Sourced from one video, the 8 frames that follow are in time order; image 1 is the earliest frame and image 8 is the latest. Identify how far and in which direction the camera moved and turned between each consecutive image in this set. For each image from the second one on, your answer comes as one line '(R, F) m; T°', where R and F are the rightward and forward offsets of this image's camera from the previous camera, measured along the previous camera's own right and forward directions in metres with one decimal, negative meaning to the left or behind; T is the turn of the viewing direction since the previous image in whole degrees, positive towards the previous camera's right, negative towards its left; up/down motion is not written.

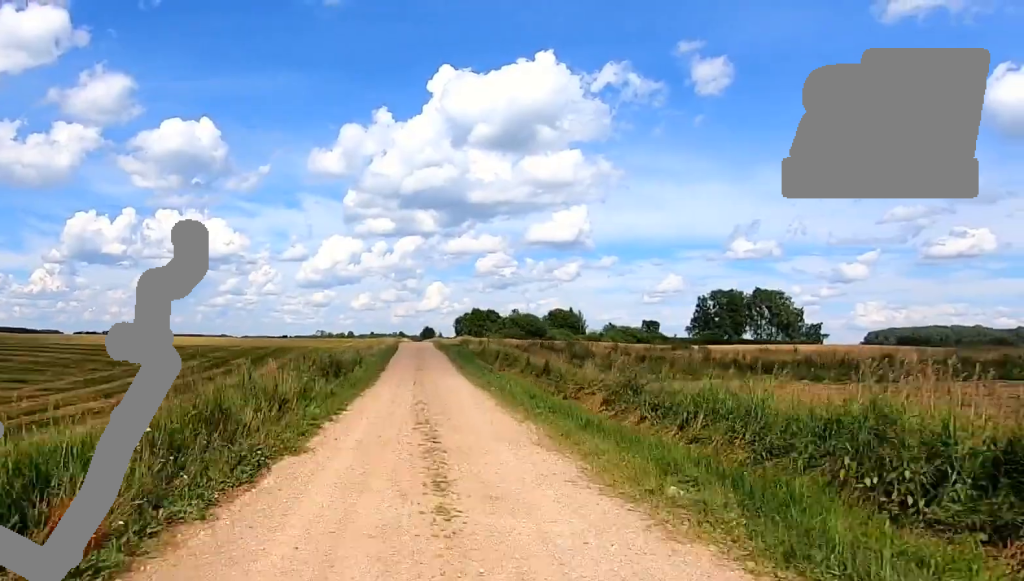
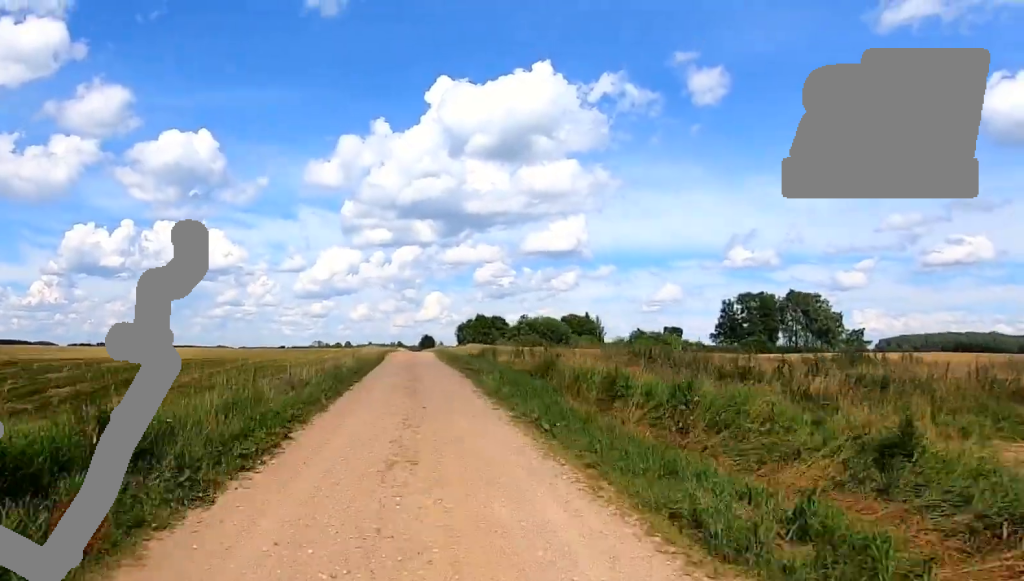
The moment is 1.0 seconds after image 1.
(0.0, +21.9) m; +1°
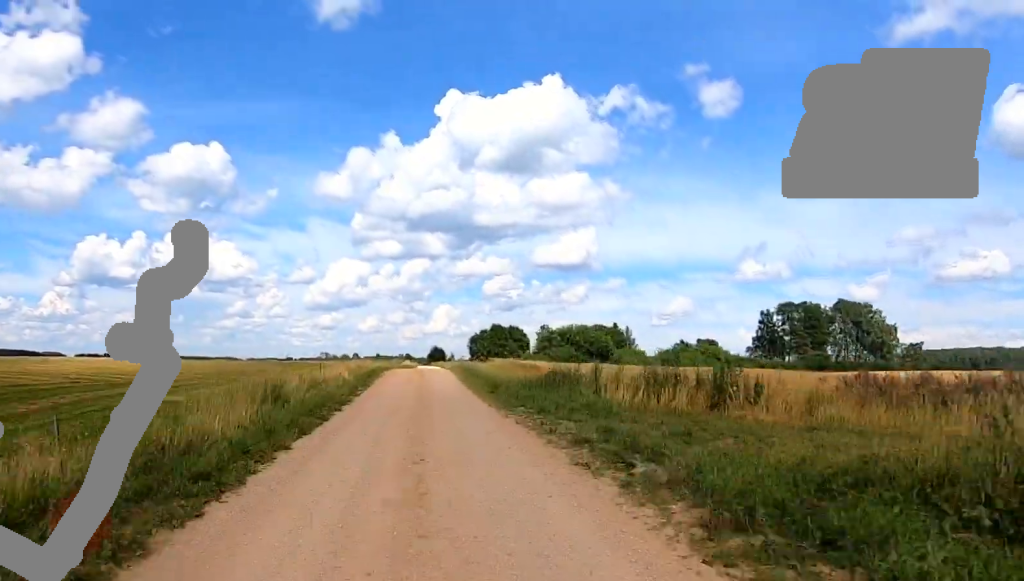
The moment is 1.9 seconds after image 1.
(+0.1, +17.3) m; +2°
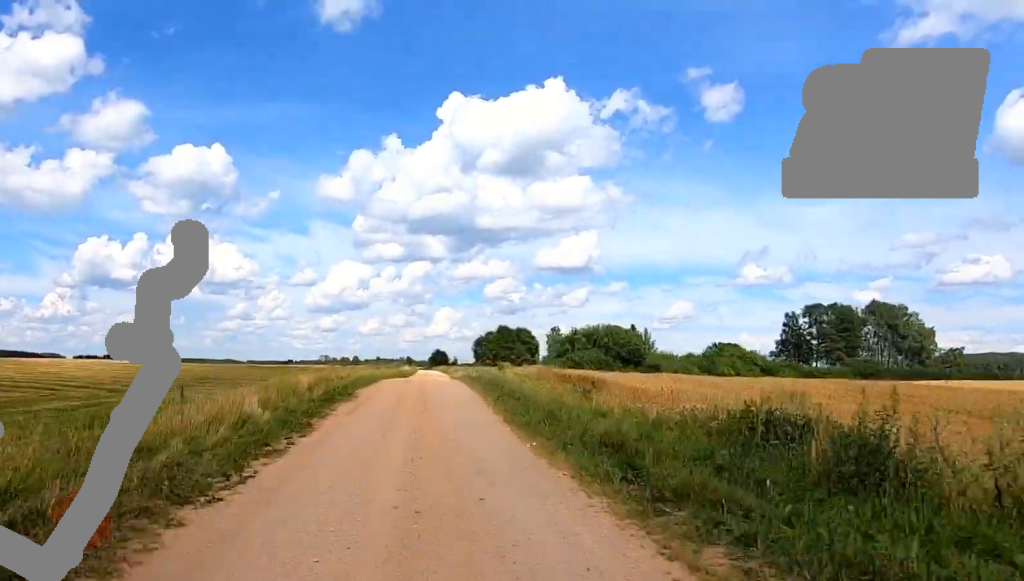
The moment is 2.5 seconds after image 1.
(+0.5, +12.0) m; 0°
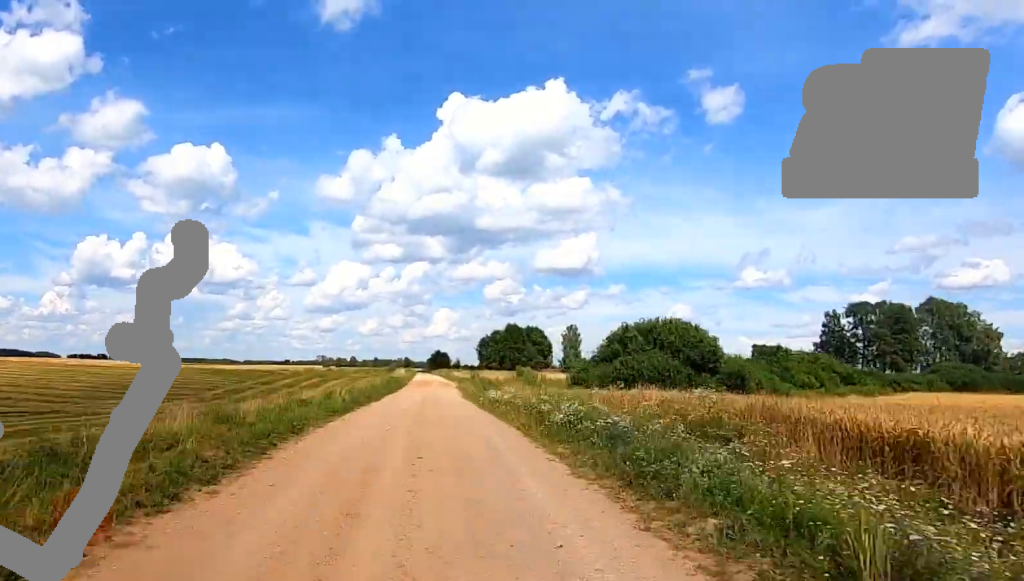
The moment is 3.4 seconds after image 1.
(-0.3, +17.4) m; -1°
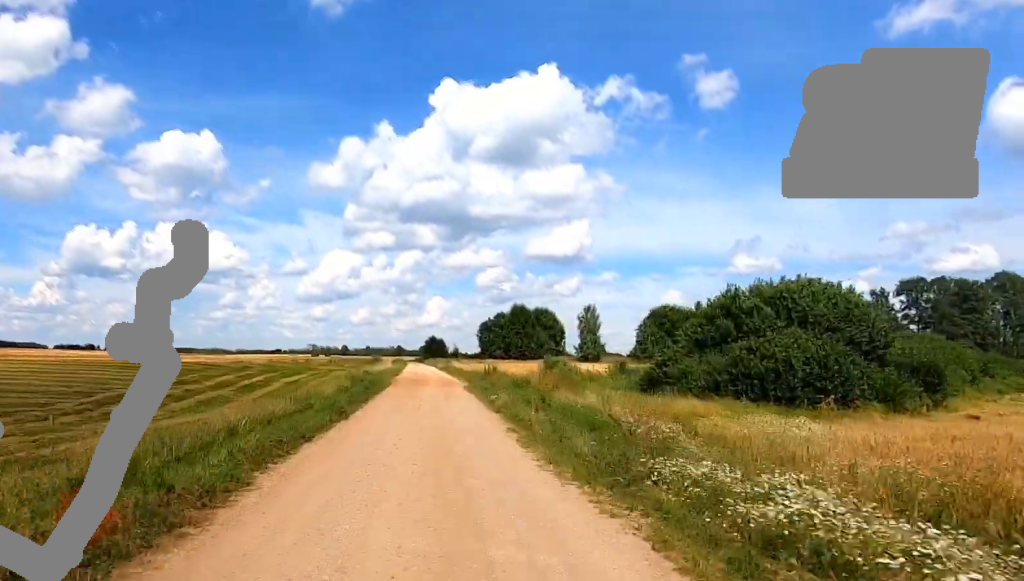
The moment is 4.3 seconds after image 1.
(-0.2, +17.8) m; -2°
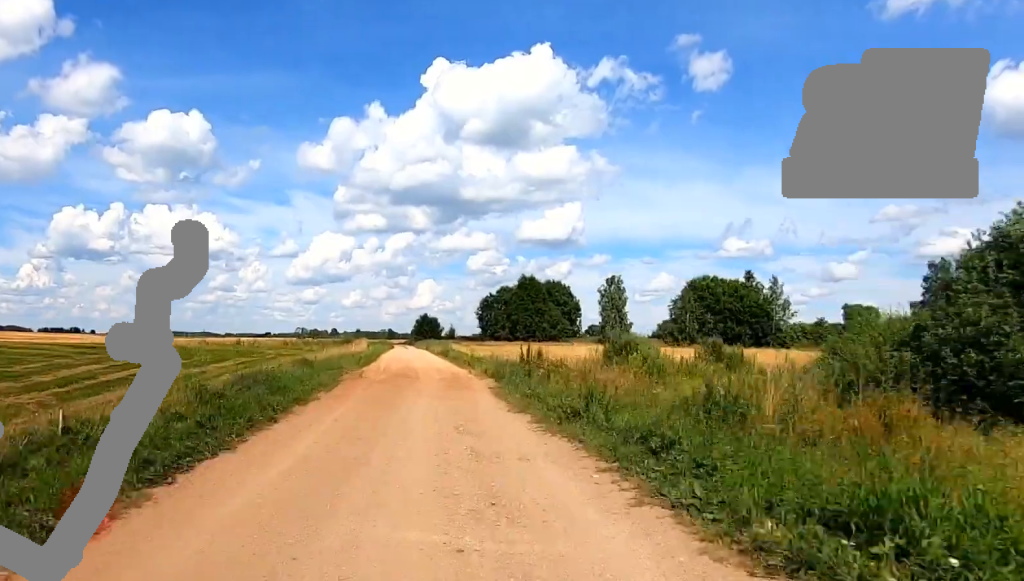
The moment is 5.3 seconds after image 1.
(-0.5, +17.1) m; 0°
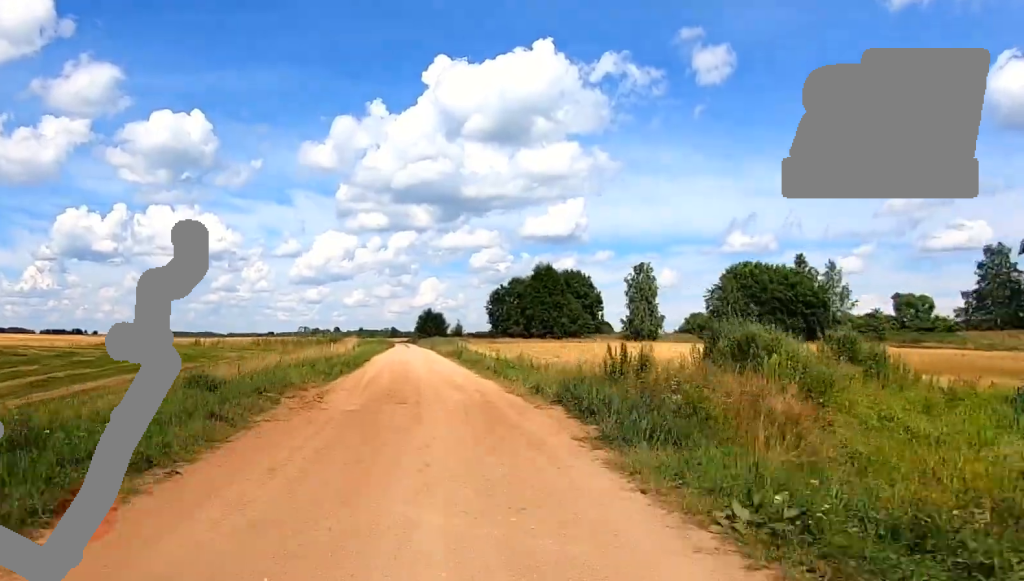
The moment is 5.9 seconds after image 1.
(-0.1, +9.8) m; +1°
